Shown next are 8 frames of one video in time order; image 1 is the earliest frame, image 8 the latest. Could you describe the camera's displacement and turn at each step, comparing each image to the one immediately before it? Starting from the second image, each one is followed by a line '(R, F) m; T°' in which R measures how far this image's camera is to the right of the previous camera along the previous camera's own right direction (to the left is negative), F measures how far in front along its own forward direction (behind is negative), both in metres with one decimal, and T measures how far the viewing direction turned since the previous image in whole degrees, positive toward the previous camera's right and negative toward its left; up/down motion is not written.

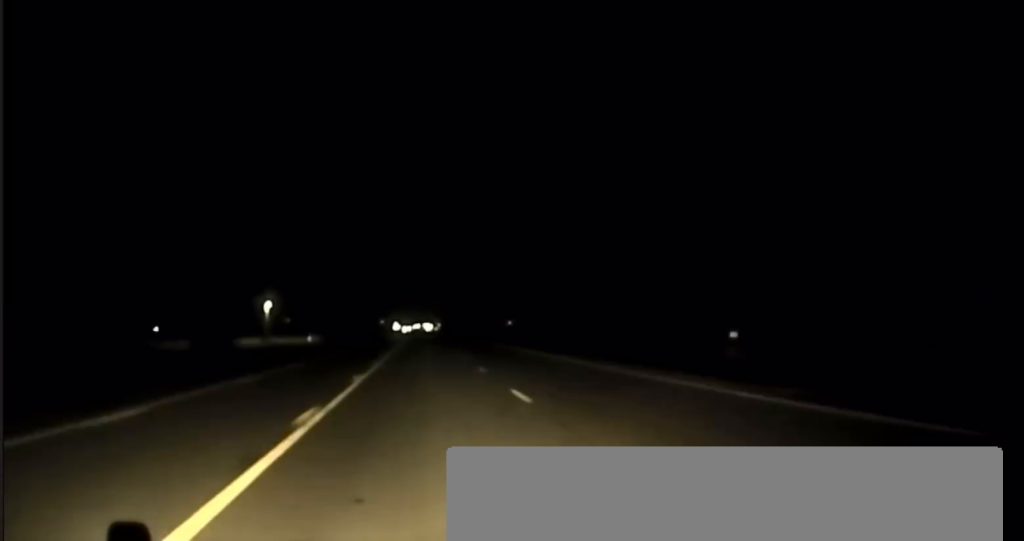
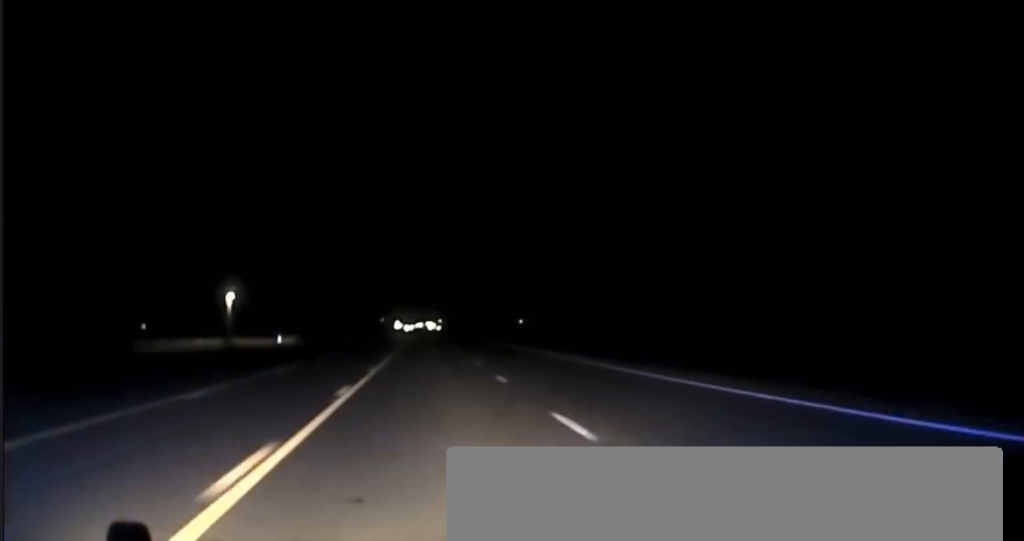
(0.0, +47.6) m; 0°
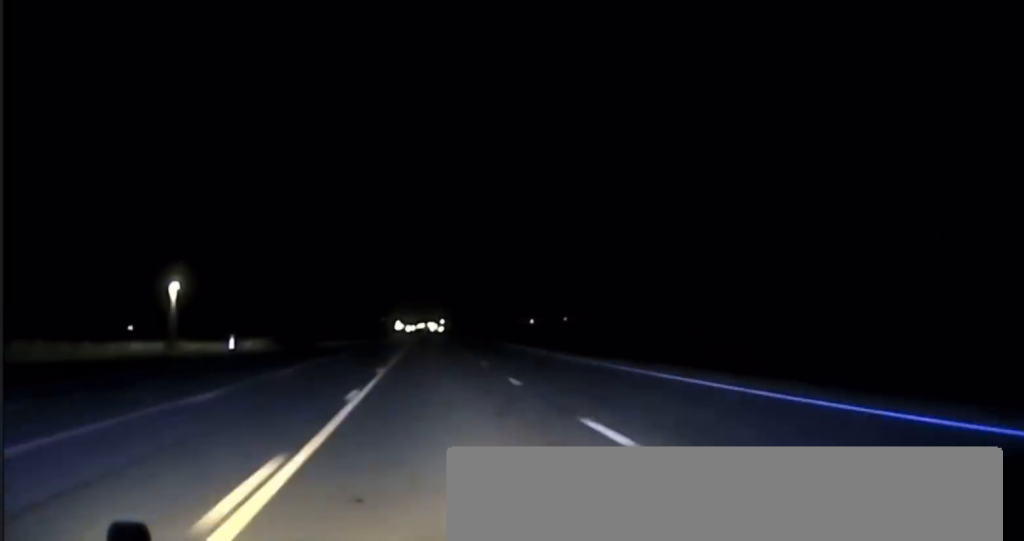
(+0.2, +38.1) m; 0°
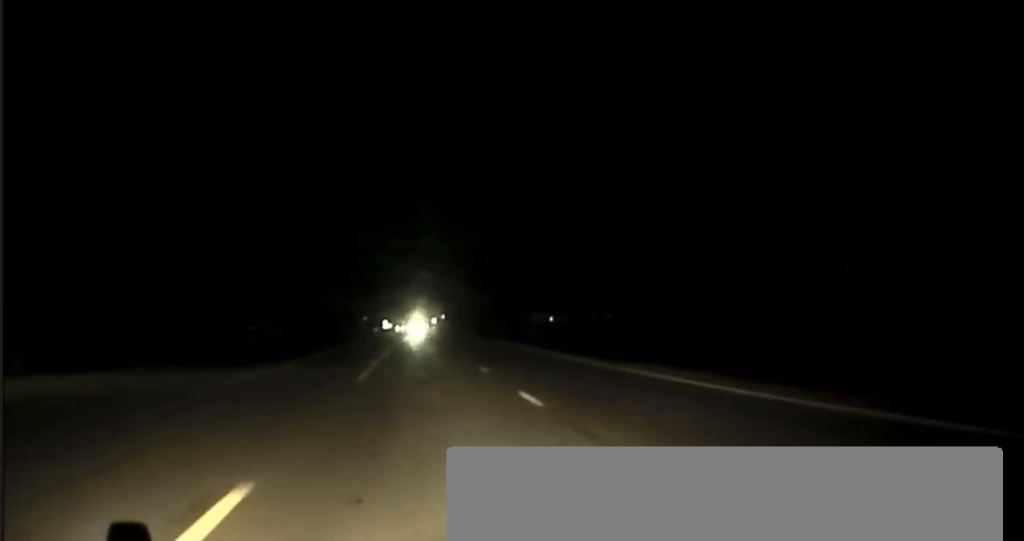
(-0.4, +82.6) m; 0°
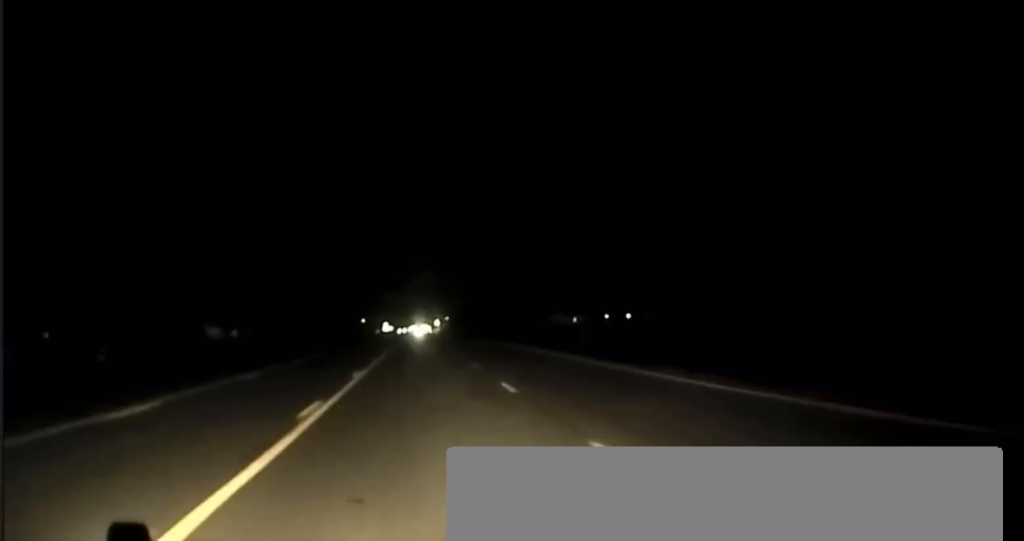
(+0.2, +42.3) m; +1°
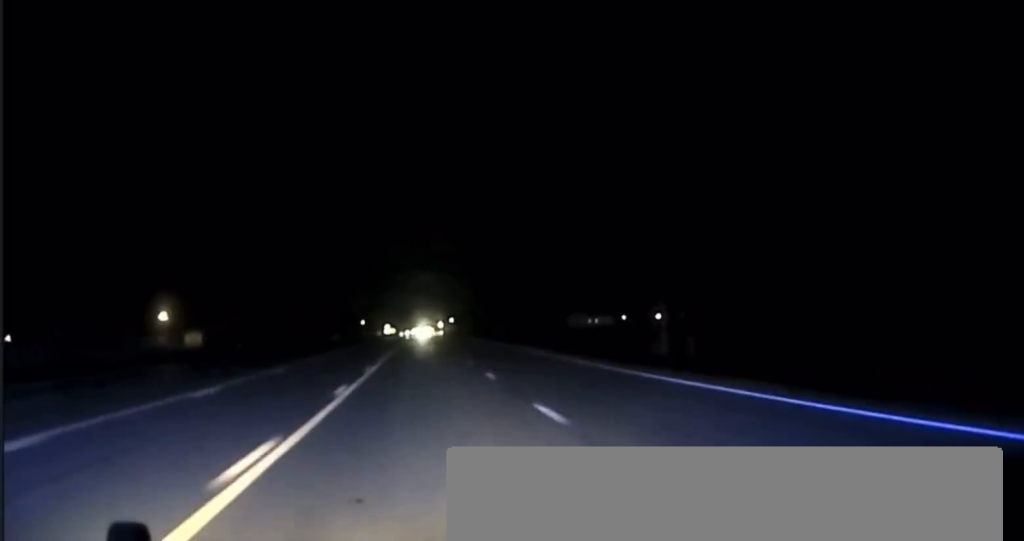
(+0.2, +31.1) m; 0°
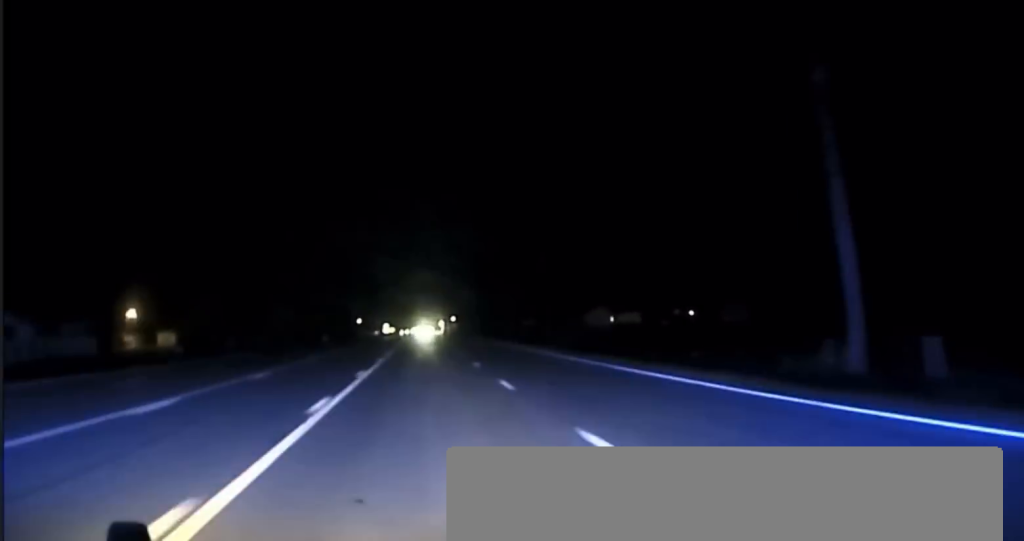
(-0.1, +31.2) m; 0°
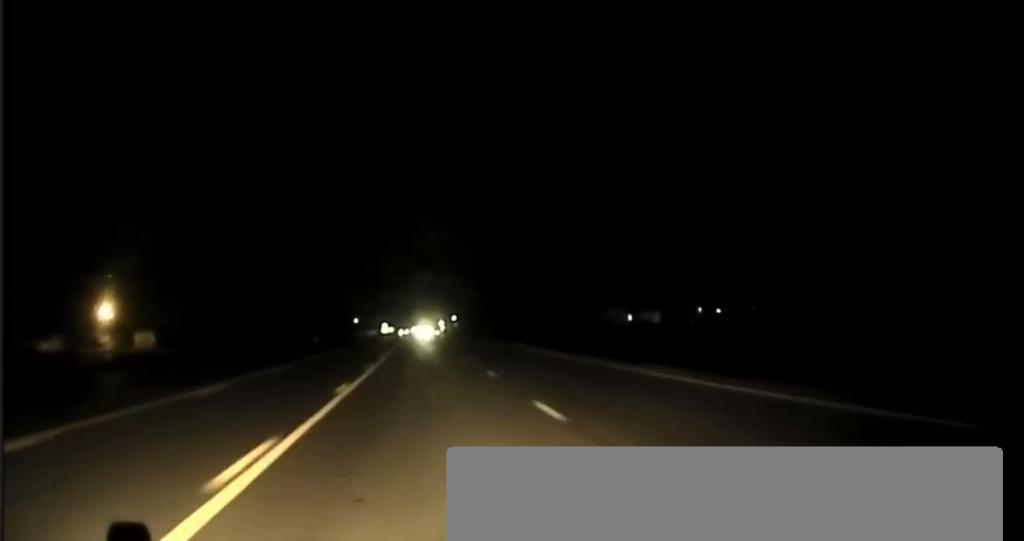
(-0.1, +21.3) m; 0°
